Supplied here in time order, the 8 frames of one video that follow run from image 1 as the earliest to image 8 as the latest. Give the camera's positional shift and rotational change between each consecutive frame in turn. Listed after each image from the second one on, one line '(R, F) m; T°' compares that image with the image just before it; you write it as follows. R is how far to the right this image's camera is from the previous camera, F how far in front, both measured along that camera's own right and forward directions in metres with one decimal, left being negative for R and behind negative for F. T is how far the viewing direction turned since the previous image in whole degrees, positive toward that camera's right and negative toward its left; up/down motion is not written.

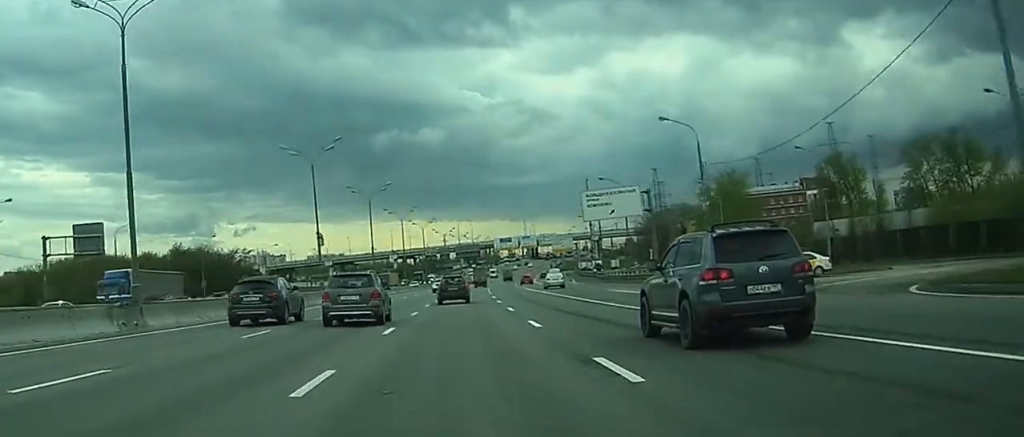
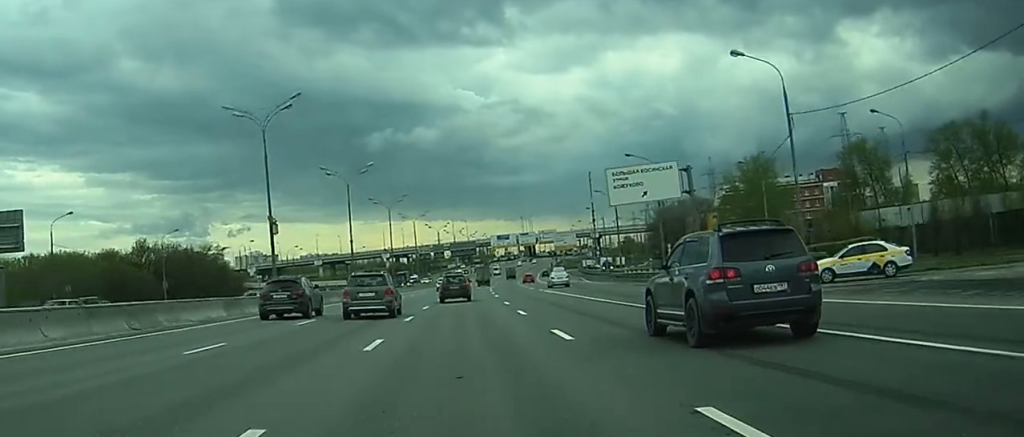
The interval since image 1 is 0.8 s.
(+0.2, +17.6) m; +1°
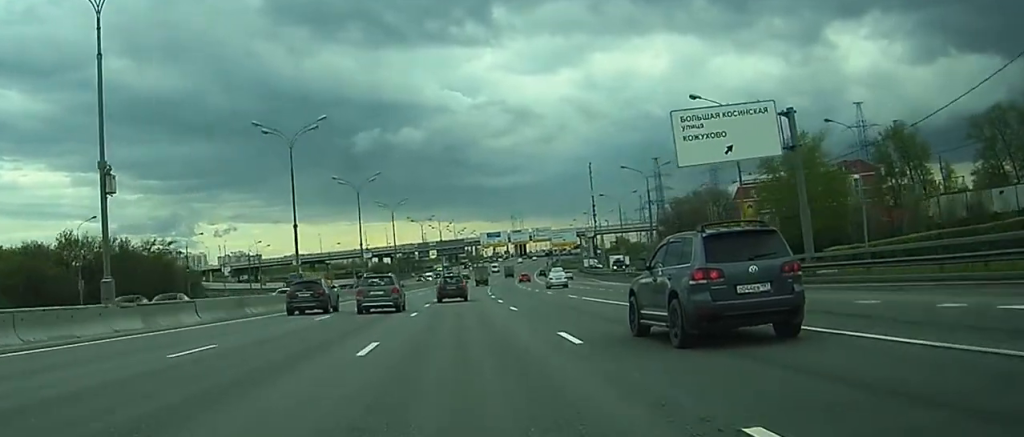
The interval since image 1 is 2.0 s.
(+0.2, +26.2) m; +1°
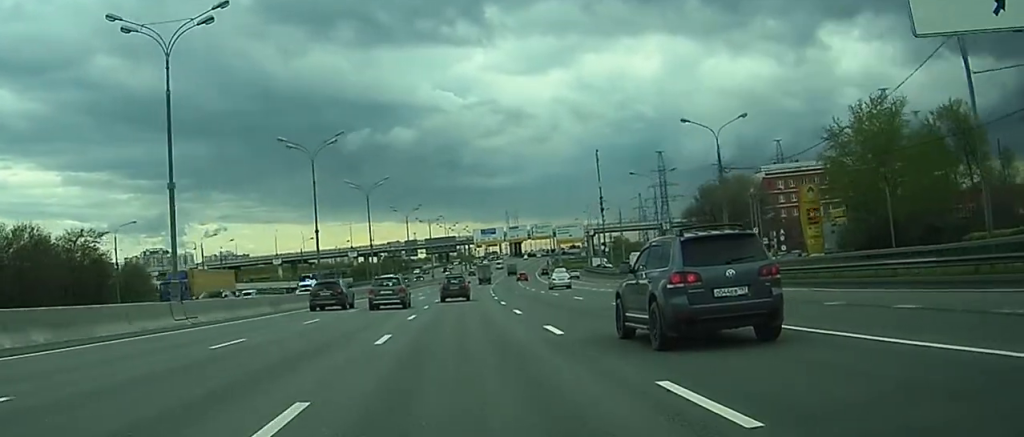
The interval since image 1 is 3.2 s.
(+0.2, +27.4) m; +1°
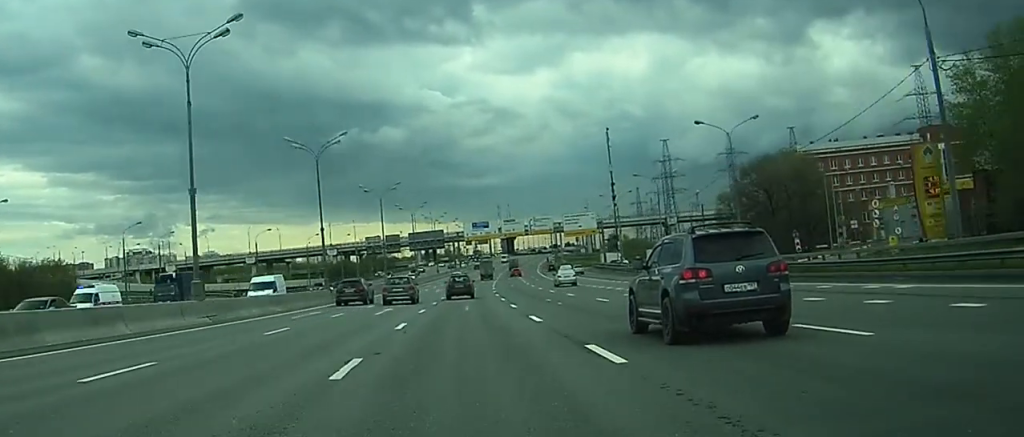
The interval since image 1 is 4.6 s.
(+0.3, +32.4) m; +1°
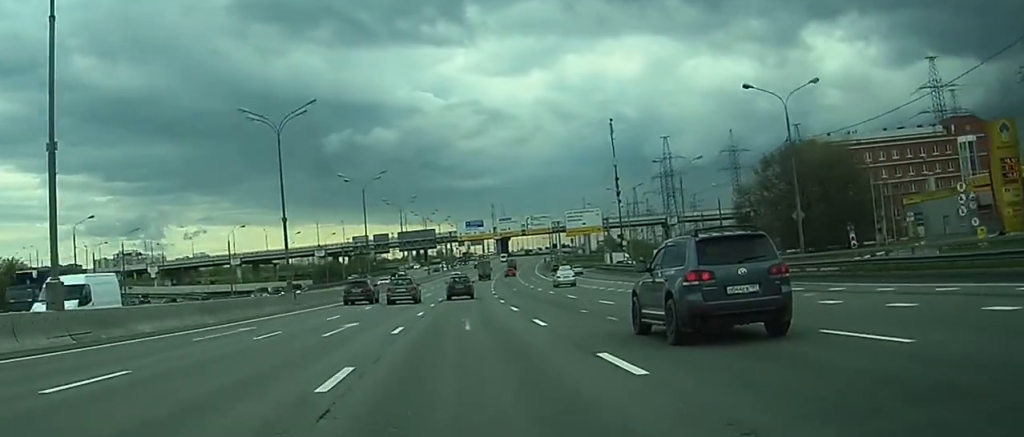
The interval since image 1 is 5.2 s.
(0.0, +13.9) m; 0°
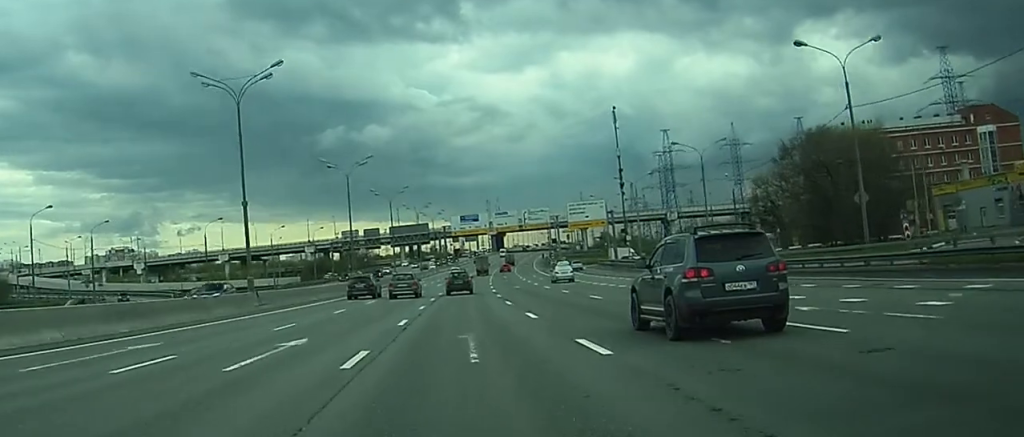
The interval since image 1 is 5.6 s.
(0.0, +9.9) m; 0°
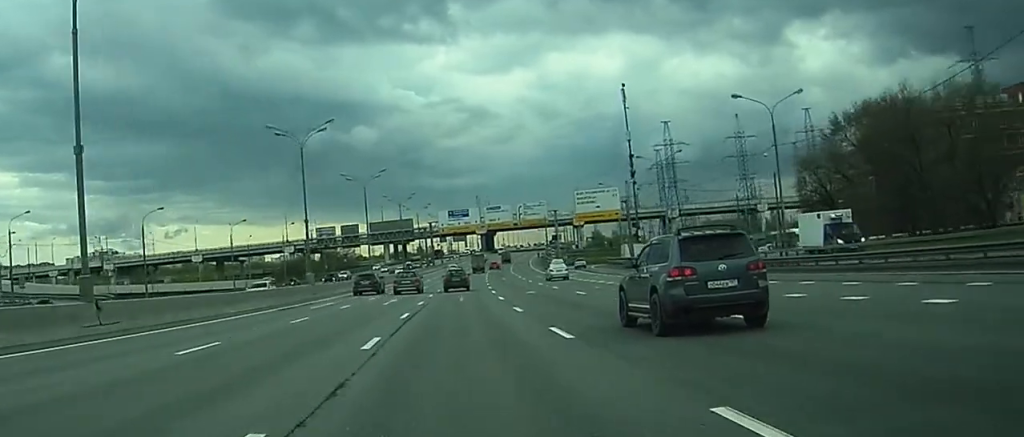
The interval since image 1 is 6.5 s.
(0.0, +21.0) m; 0°
